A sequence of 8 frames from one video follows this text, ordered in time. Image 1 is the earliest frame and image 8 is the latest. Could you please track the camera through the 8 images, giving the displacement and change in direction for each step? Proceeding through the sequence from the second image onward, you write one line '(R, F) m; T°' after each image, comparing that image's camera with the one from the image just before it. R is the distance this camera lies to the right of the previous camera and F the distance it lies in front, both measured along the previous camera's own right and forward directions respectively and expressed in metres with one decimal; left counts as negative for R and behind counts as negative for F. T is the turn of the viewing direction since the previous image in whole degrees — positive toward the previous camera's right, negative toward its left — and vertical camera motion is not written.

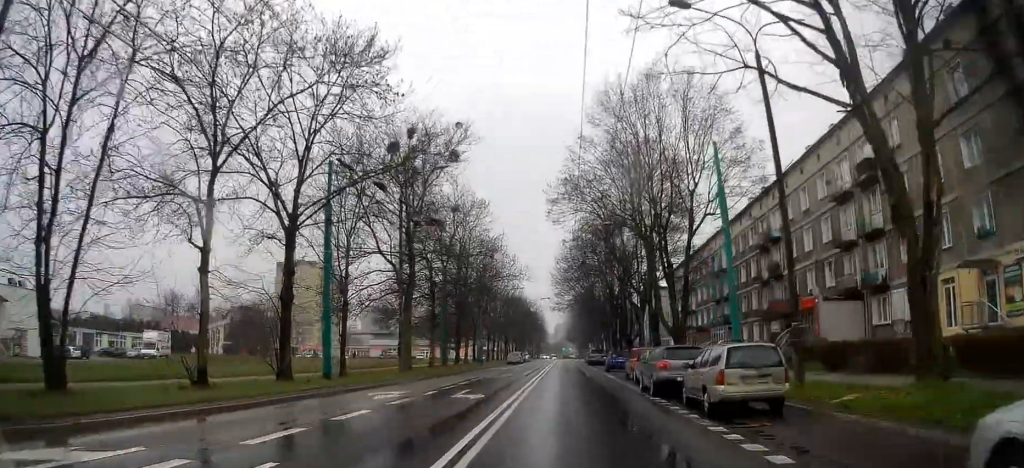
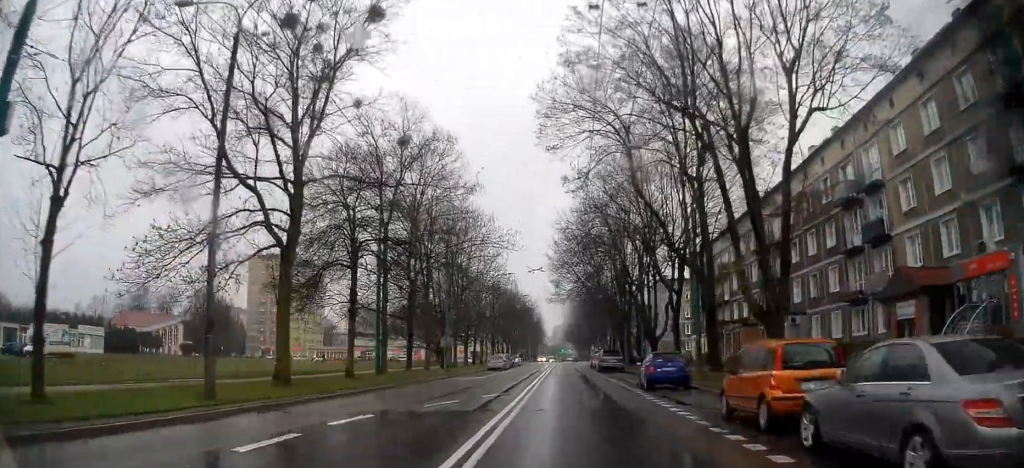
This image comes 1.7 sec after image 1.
(+0.1, +20.8) m; +1°
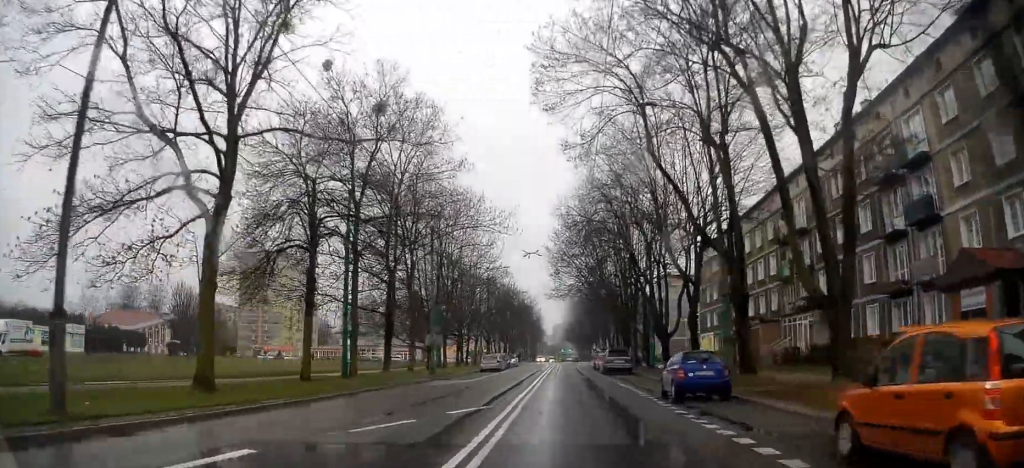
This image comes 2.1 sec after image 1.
(+0.1, +5.3) m; +1°
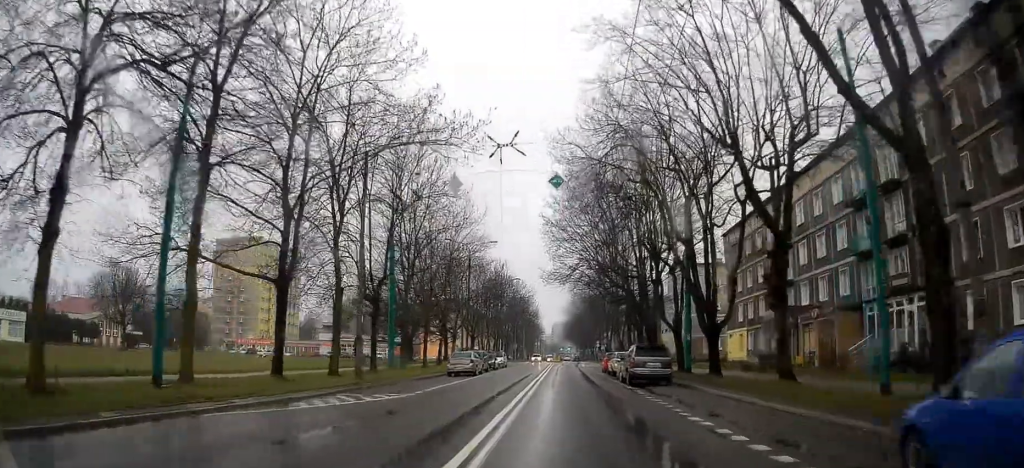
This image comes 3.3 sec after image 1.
(+0.2, +14.8) m; +1°
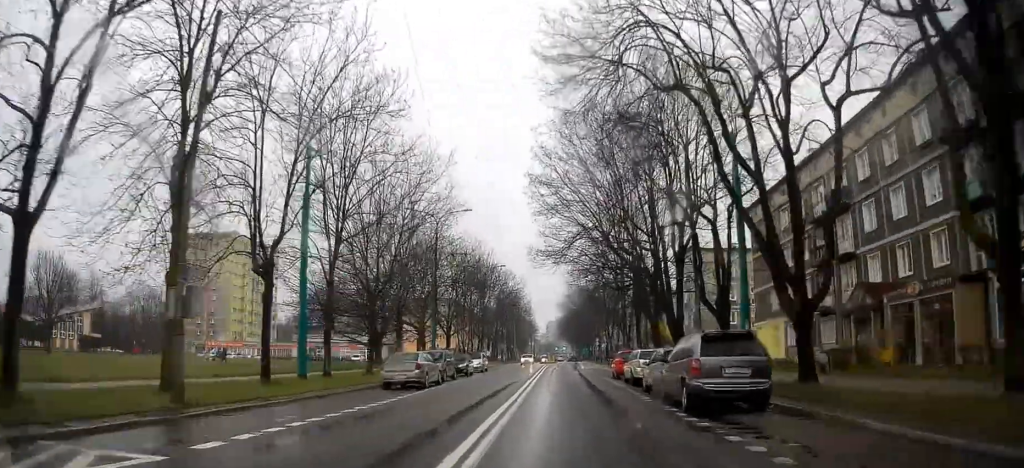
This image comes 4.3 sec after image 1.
(0.0, +12.5) m; 0°
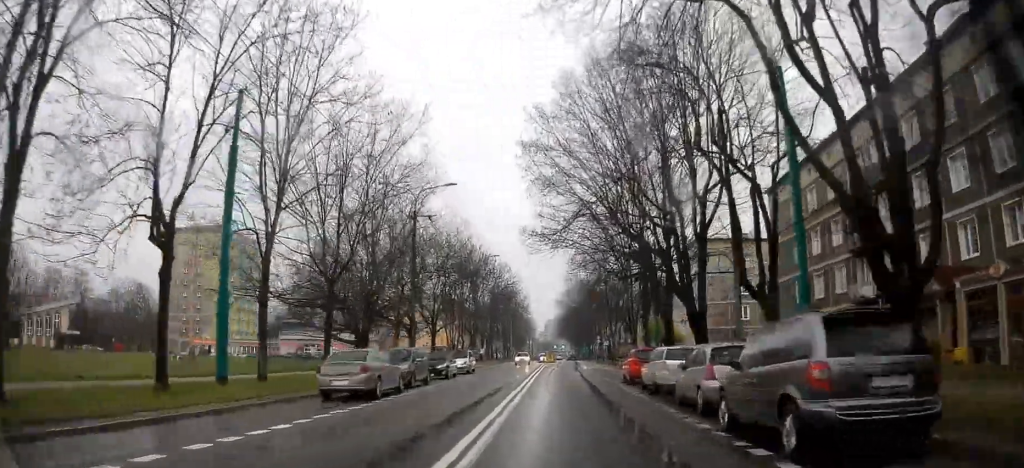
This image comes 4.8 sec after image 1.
(0.0, +6.3) m; 0°
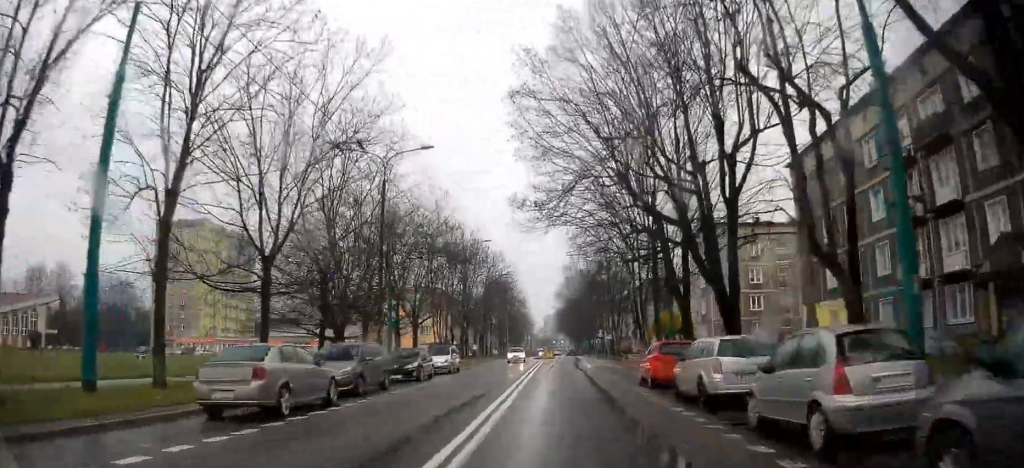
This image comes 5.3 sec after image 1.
(0.0, +6.3) m; 0°
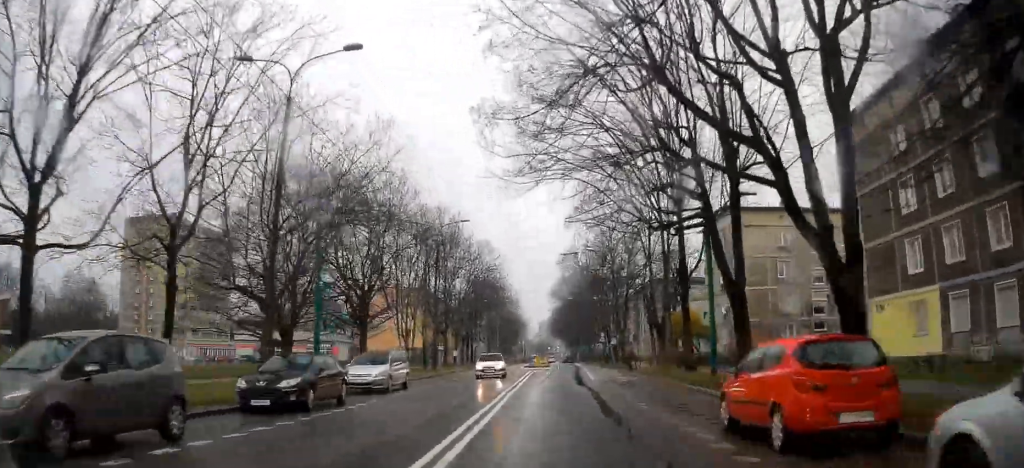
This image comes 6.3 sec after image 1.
(0.0, +11.8) m; +1°
